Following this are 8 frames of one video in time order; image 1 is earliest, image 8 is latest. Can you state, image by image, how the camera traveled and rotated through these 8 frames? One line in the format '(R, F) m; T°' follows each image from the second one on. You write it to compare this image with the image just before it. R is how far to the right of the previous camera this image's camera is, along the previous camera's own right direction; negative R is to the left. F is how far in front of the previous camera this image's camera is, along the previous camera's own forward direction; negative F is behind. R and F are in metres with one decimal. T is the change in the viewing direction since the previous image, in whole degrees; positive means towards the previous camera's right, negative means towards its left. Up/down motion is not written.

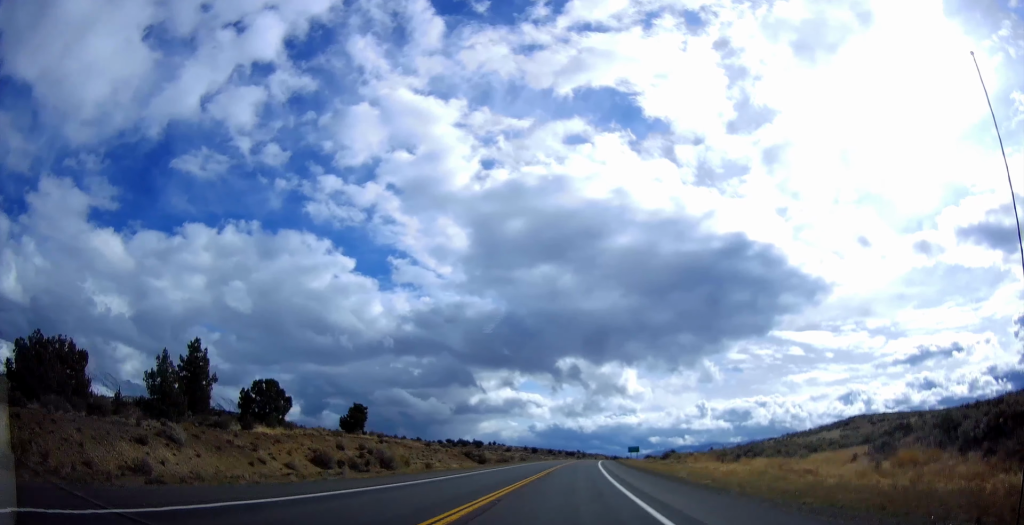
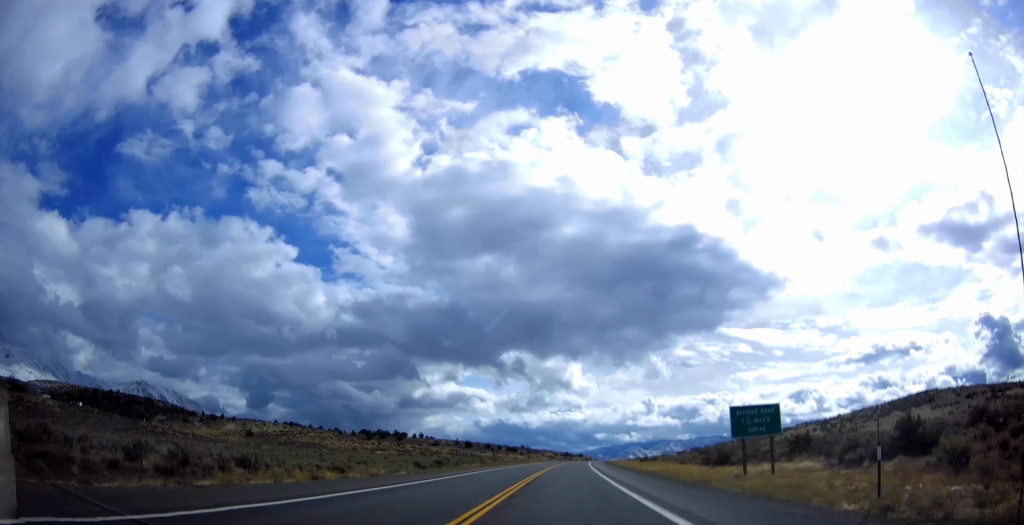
(+4.4, +127.5) m; +4°
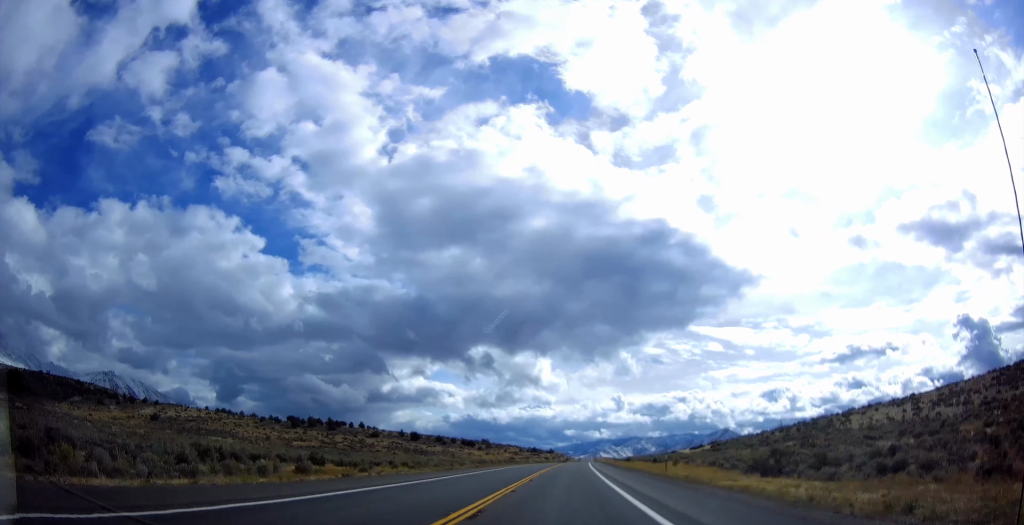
(+2.9, +102.7) m; +3°
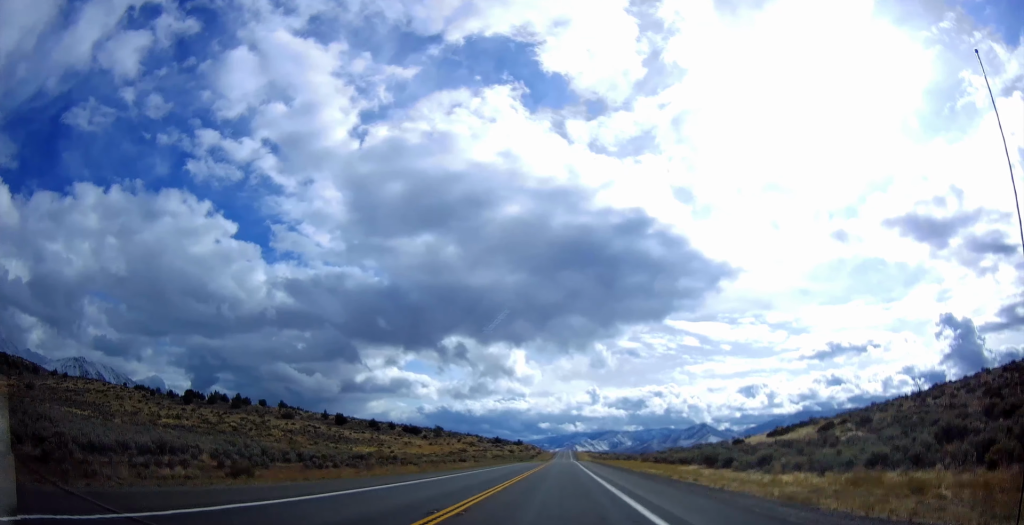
(+2.7, +112.1) m; +1°
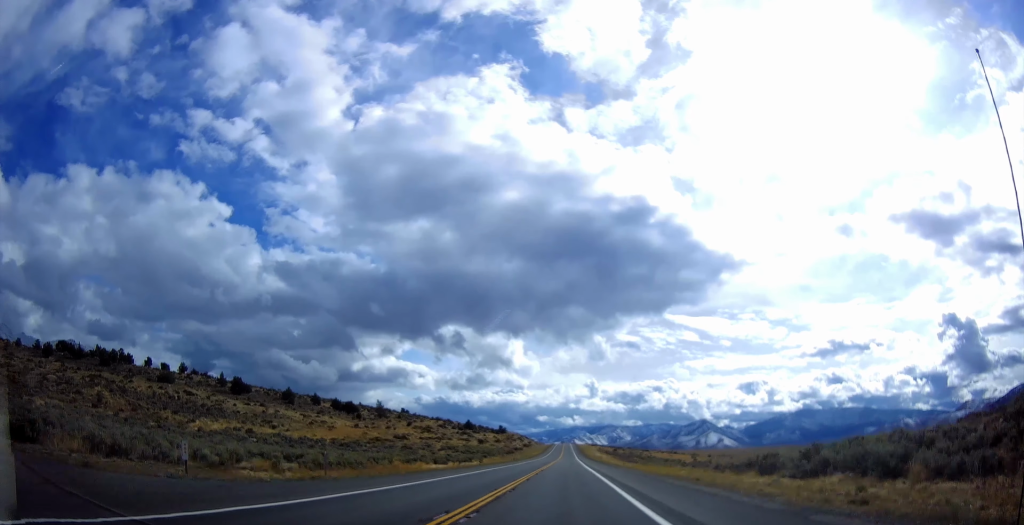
(+0.6, +116.3) m; 0°
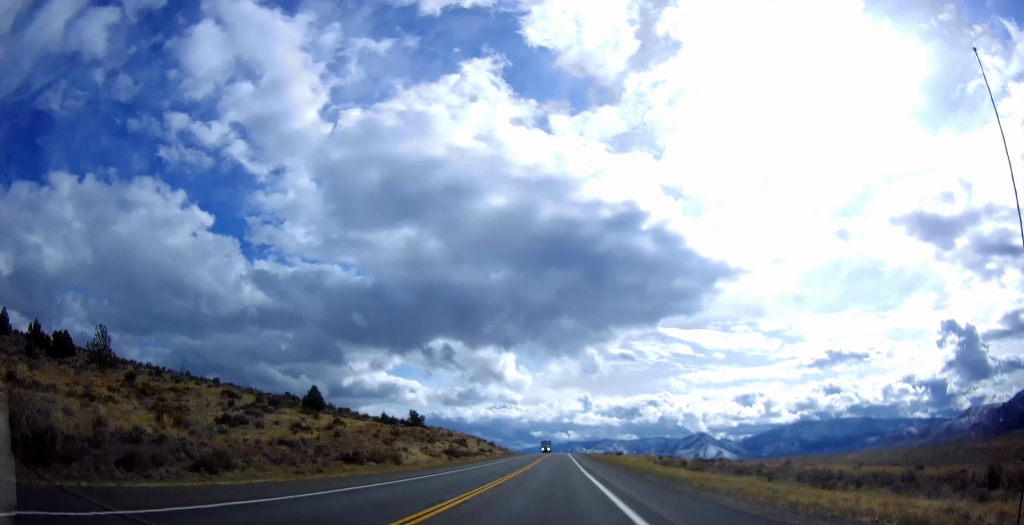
(0.0, +169.2) m; 0°
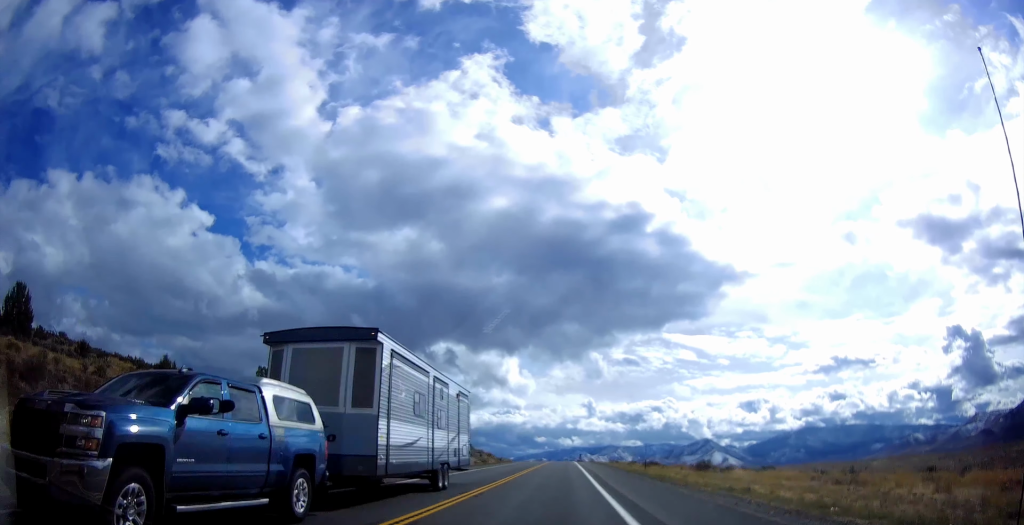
(0.0, +76.2) m; 0°
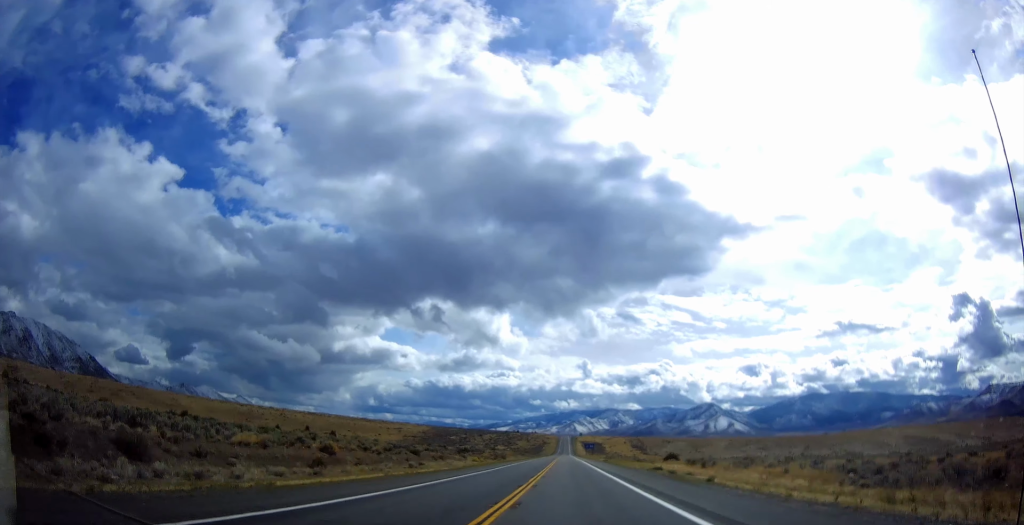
(+1.8, +386.5) m; 0°
